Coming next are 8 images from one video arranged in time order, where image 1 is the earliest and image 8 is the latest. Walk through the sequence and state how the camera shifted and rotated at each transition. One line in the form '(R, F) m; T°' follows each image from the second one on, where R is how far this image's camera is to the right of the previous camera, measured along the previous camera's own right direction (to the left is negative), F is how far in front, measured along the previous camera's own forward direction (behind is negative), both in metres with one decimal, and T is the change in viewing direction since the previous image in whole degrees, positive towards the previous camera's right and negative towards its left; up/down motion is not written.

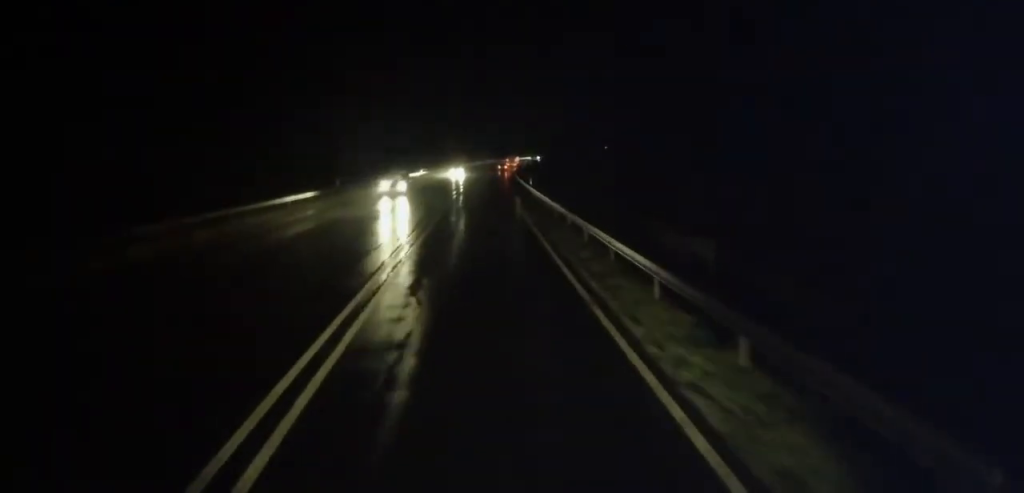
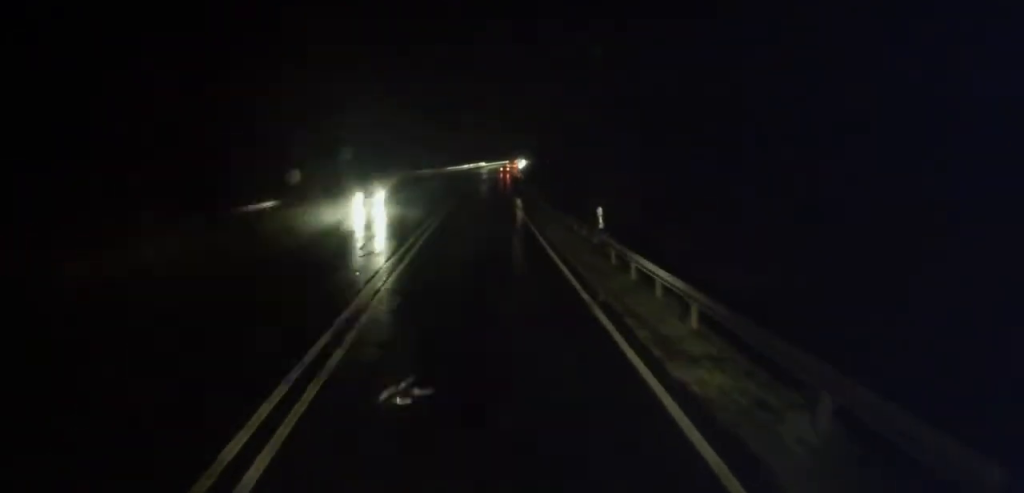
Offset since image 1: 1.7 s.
(-0.1, +26.3) m; 0°
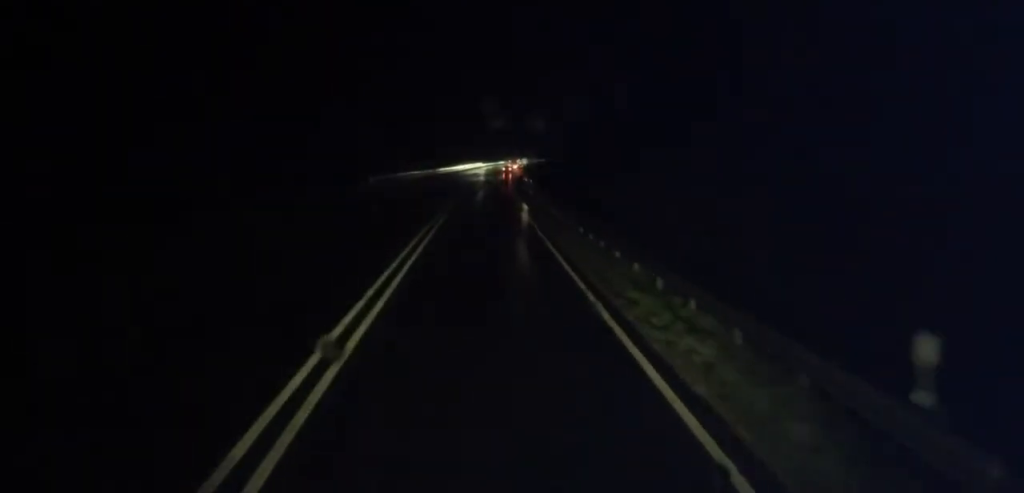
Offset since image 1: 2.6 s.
(+0.1, +13.2) m; +2°
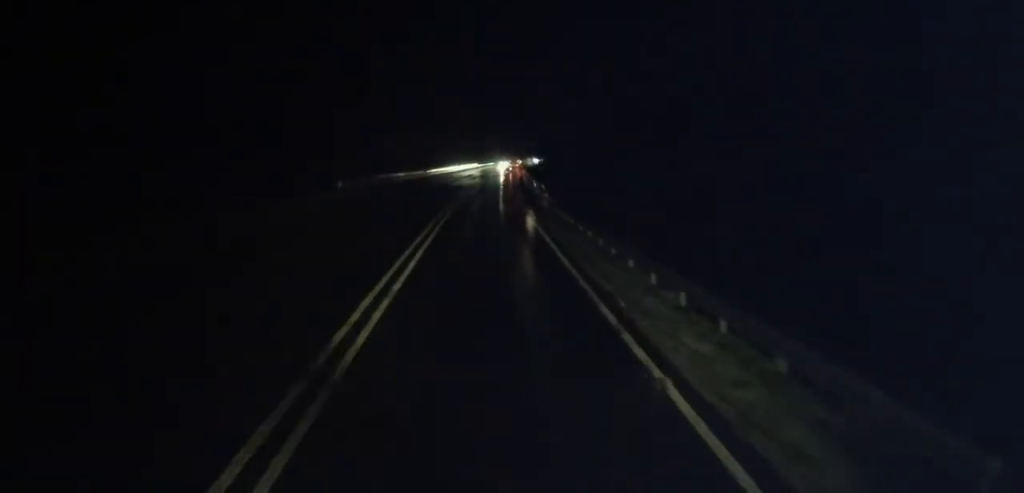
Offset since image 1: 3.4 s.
(+0.4, +11.7) m; +1°
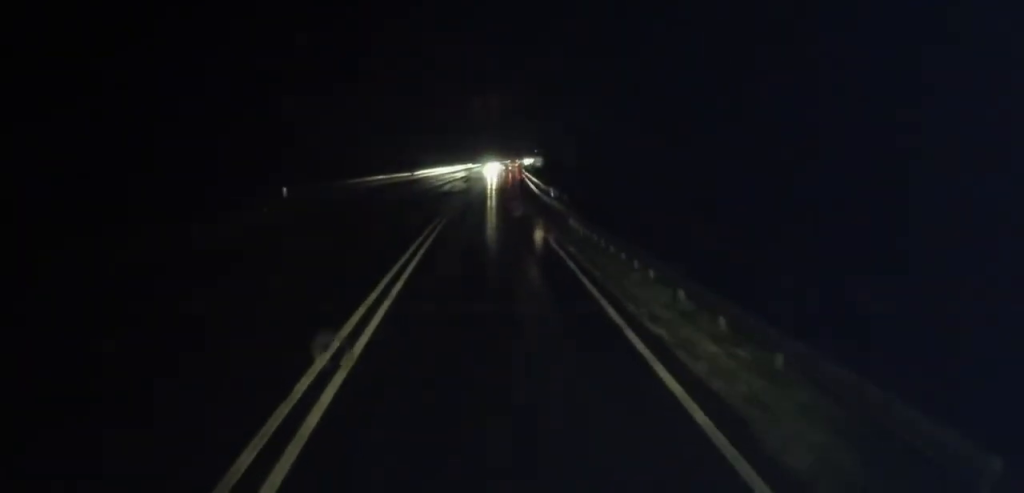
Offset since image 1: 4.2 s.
(-0.1, +12.2) m; -1°
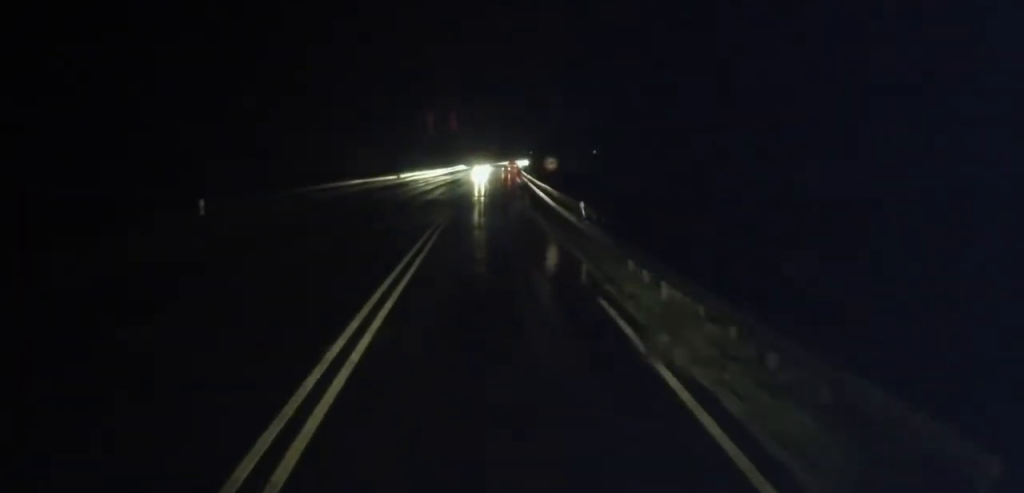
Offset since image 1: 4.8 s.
(0.0, +10.1) m; 0°
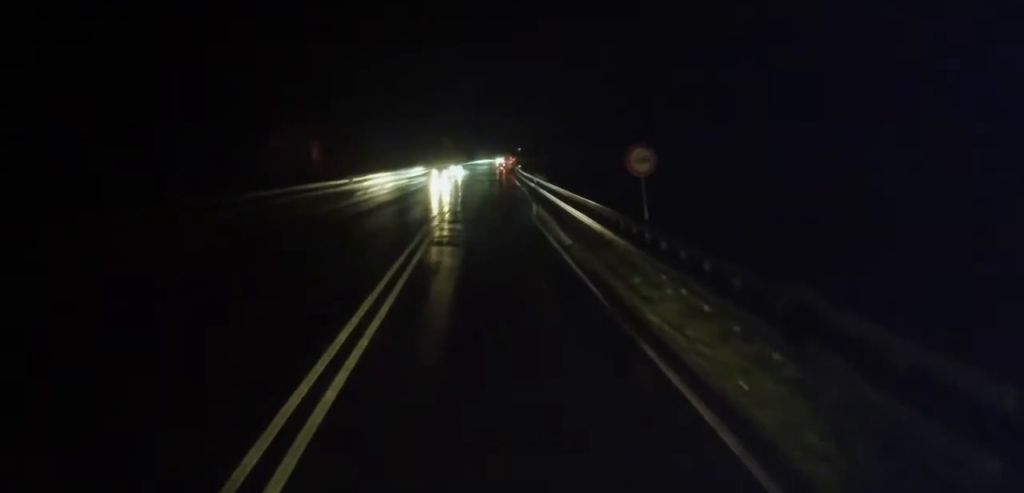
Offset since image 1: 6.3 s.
(+0.2, +21.3) m; +1°
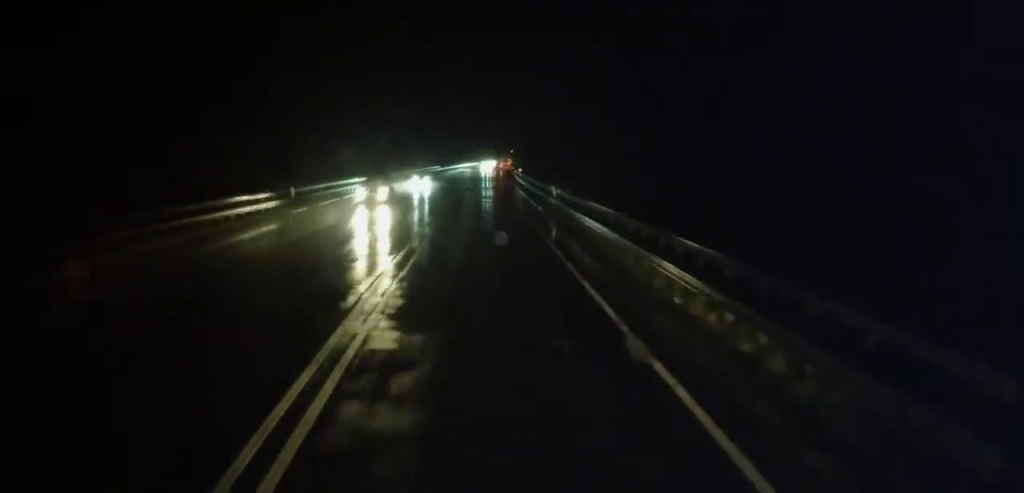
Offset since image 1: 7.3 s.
(0.0, +15.2) m; +1°
